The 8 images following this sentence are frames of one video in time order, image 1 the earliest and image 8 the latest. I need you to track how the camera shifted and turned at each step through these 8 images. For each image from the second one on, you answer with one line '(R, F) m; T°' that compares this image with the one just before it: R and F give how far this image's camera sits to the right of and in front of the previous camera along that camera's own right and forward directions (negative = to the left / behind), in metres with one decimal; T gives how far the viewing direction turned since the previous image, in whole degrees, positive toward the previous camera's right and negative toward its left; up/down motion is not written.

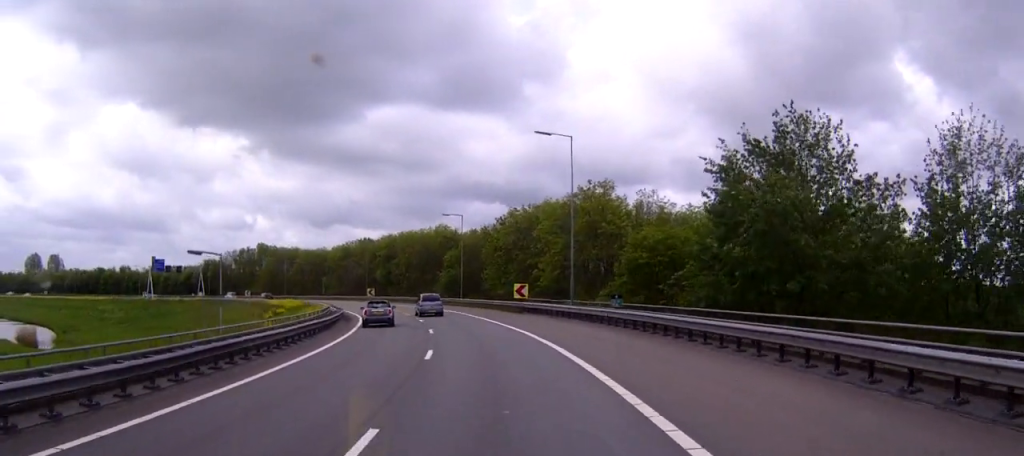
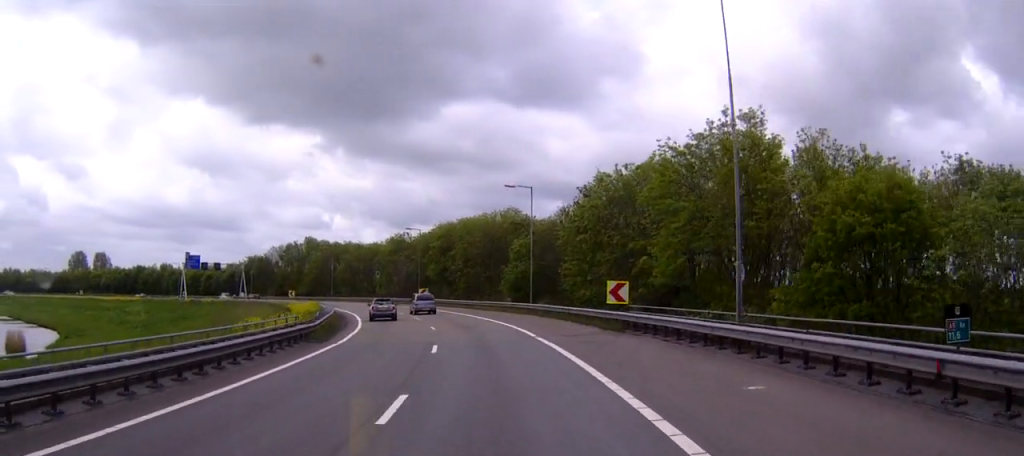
(-1.3, +21.7) m; -6°
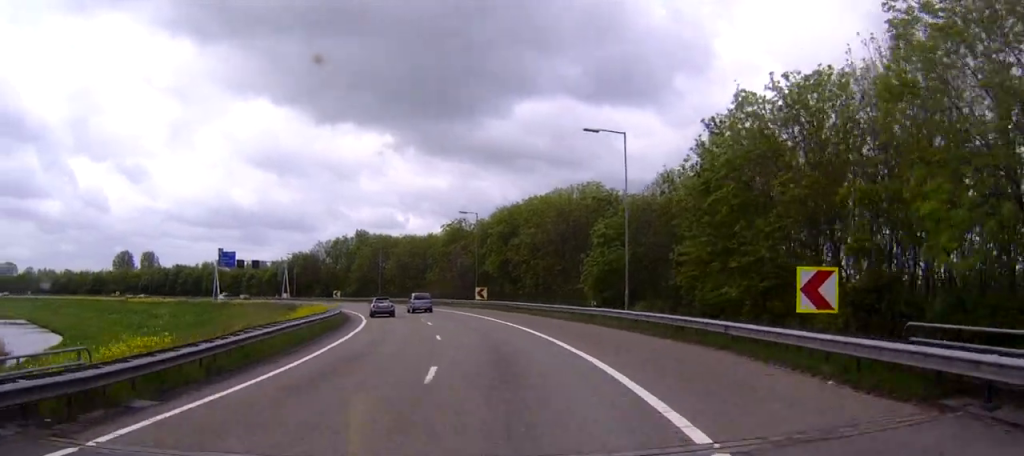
(-1.1, +20.1) m; -7°
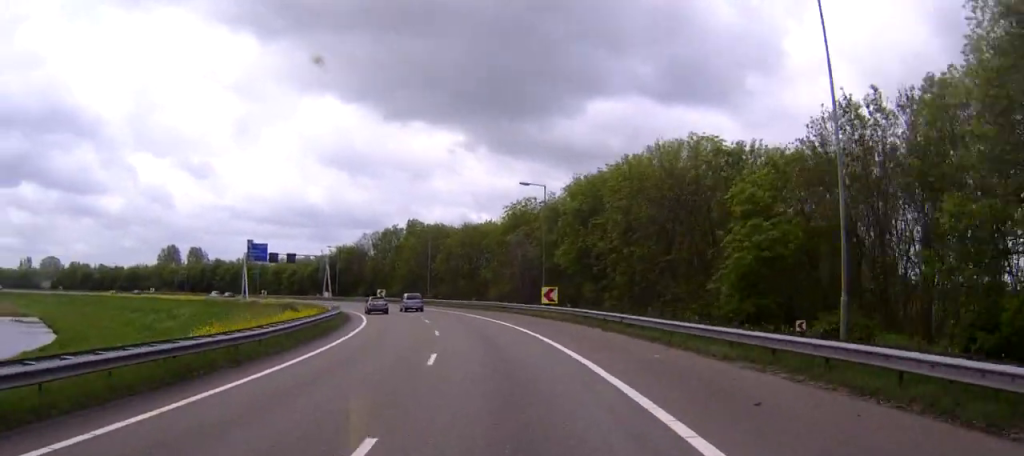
(-1.2, +21.0) m; -5°
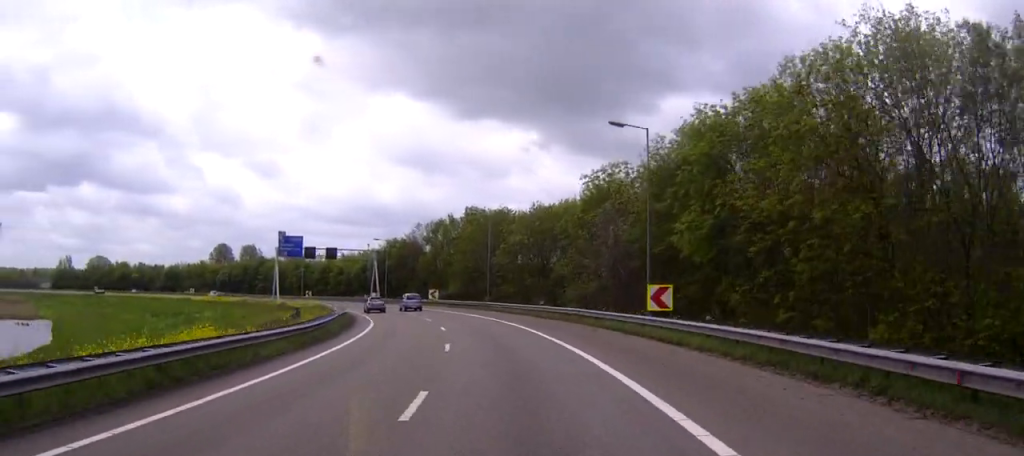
(-0.6, +20.2) m; -5°
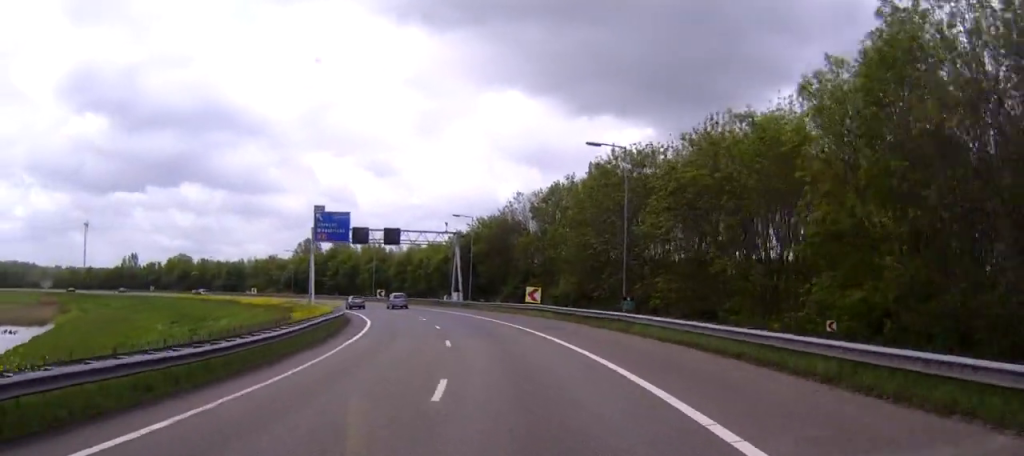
(-3.4, +34.6) m; -10°
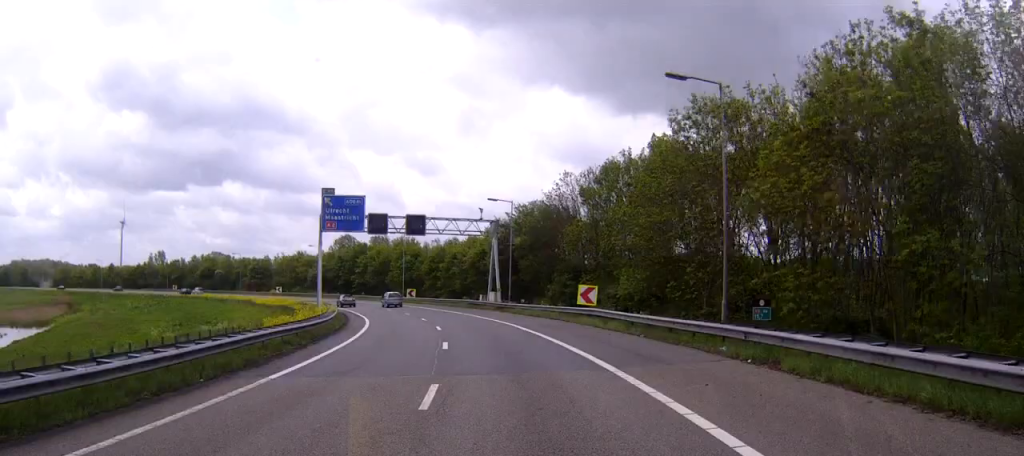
(-0.5, +13.4) m; -3°
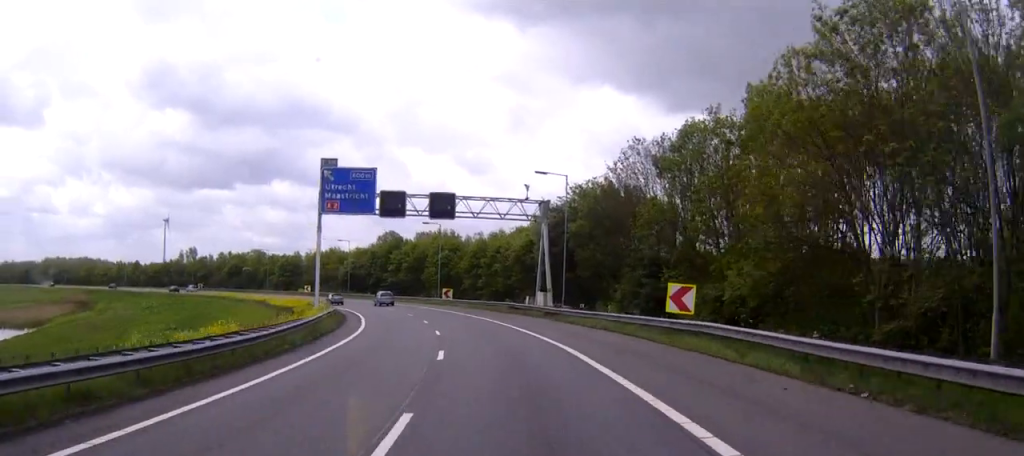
(-0.6, +15.5) m; -4°
